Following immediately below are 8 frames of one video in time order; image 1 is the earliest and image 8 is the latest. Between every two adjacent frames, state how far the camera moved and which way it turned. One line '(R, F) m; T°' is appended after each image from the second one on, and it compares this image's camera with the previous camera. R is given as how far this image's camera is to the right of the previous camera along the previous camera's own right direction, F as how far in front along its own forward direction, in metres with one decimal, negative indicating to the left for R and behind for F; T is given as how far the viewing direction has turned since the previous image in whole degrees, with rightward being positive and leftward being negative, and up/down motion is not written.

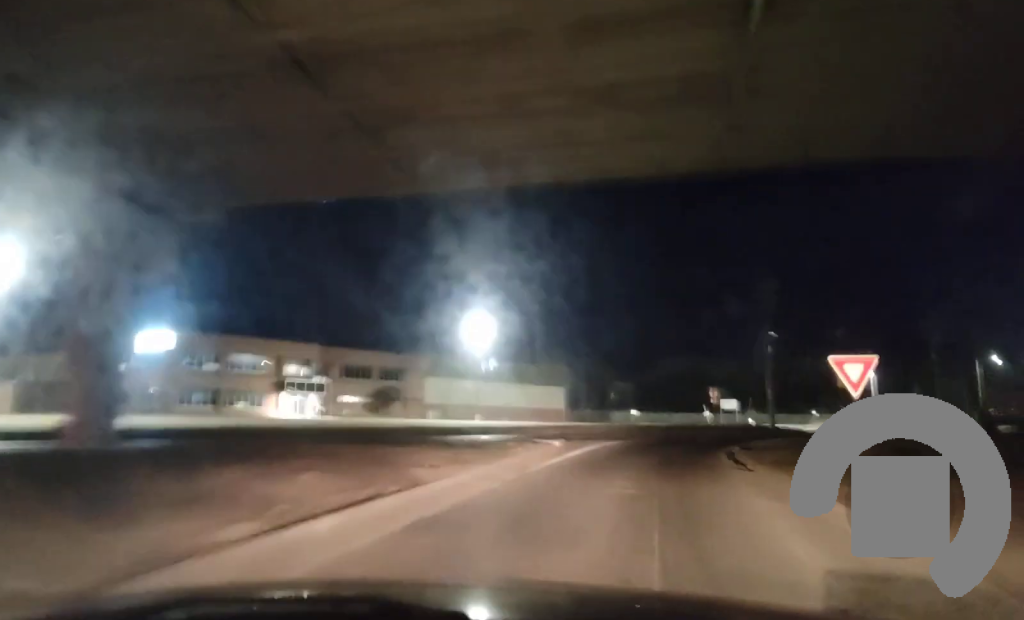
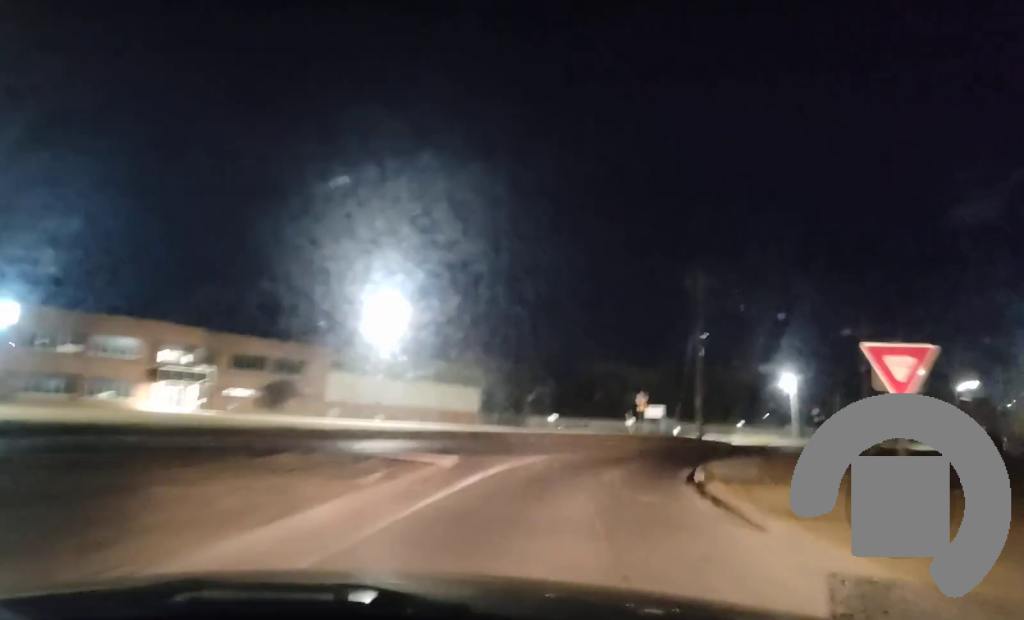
(+0.4, +10.1) m; +2°
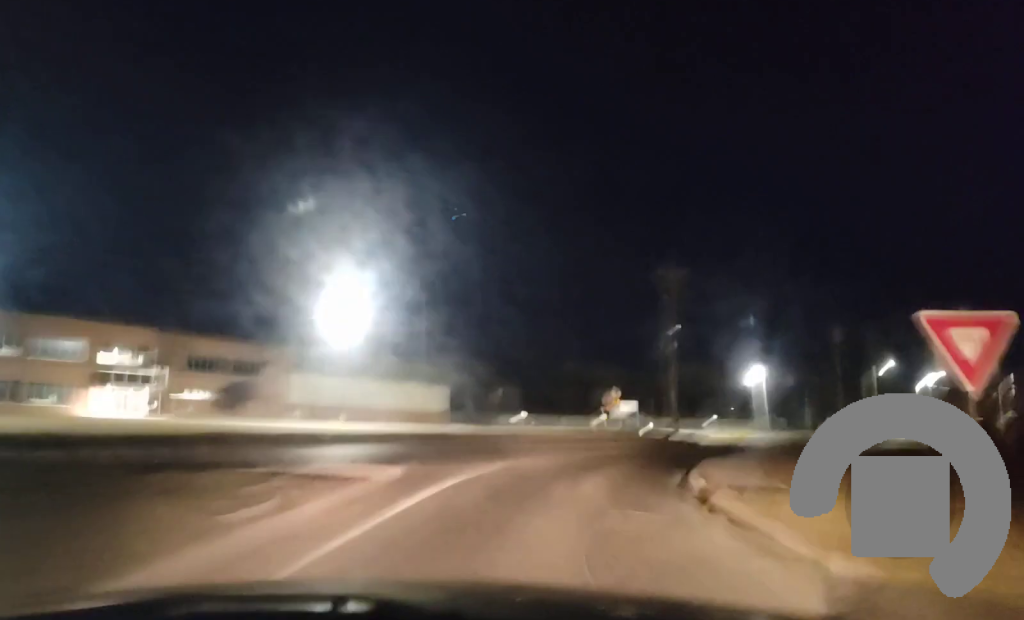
(-0.1, +4.6) m; +2°
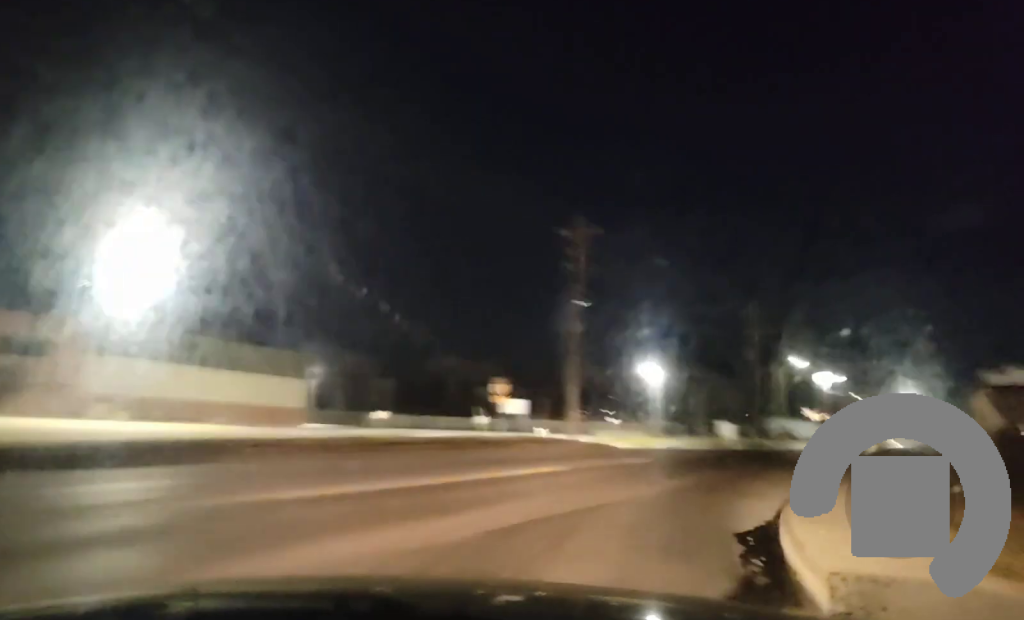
(+2.1, +19.2) m; +12°
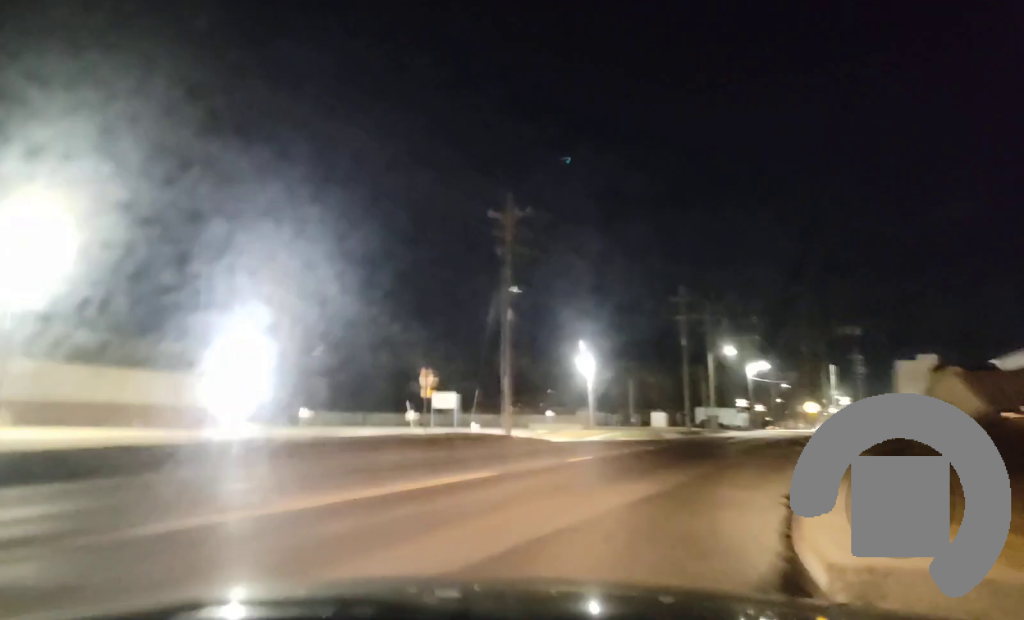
(+0.1, +4.9) m; +2°
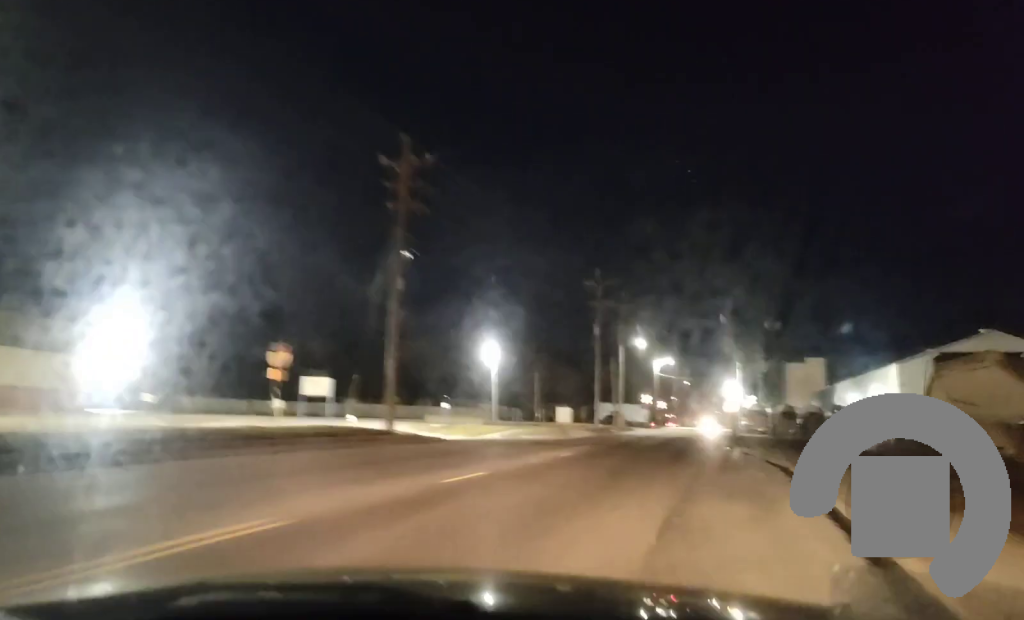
(0.0, +10.6) m; +1°
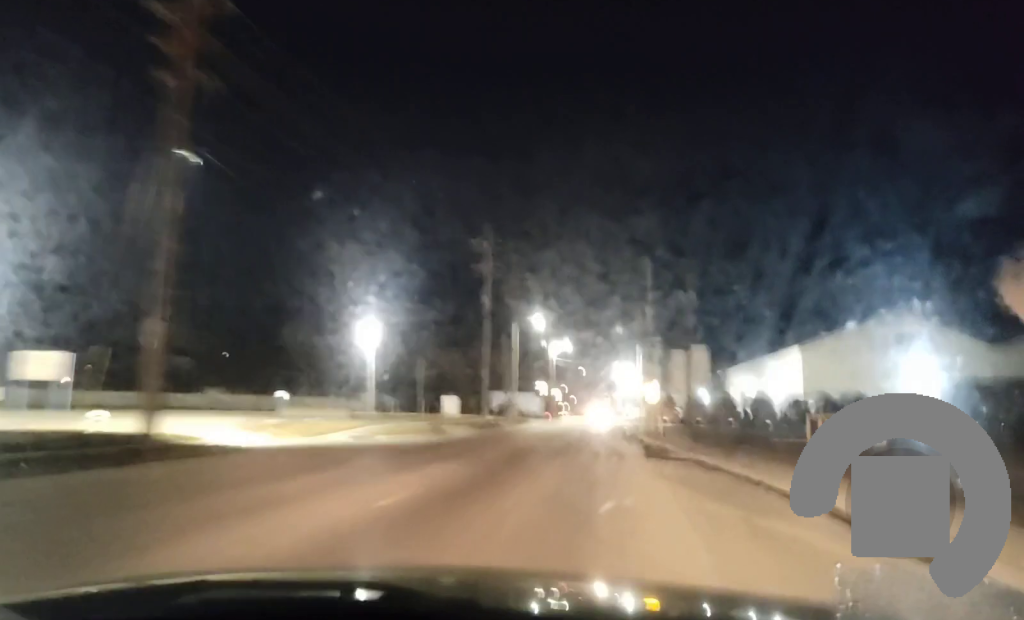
(+1.2, +16.3) m; +9°
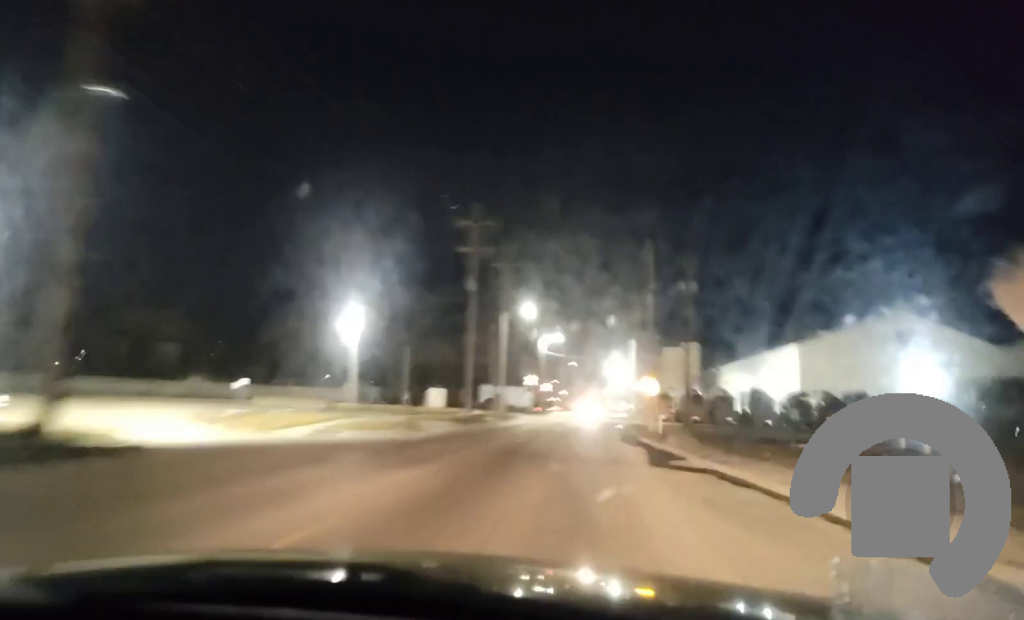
(+0.2, +5.5) m; +2°
